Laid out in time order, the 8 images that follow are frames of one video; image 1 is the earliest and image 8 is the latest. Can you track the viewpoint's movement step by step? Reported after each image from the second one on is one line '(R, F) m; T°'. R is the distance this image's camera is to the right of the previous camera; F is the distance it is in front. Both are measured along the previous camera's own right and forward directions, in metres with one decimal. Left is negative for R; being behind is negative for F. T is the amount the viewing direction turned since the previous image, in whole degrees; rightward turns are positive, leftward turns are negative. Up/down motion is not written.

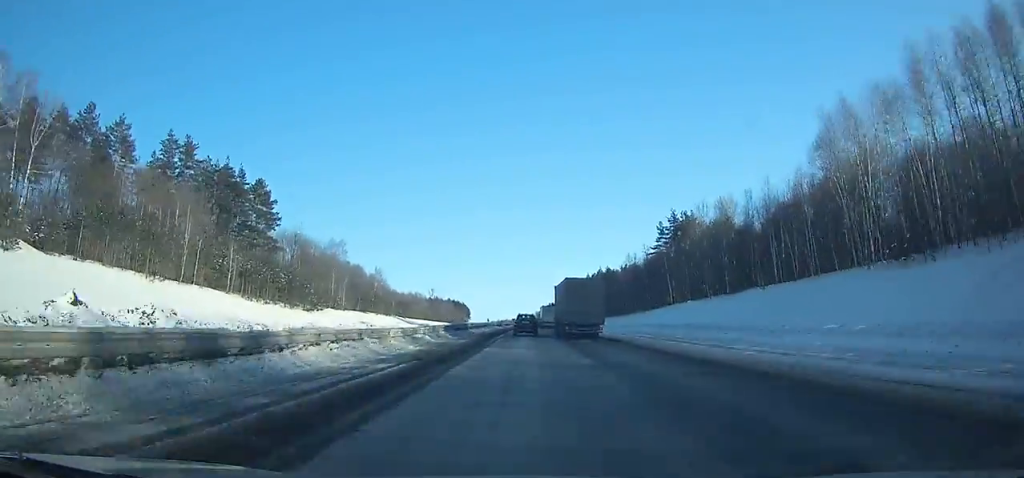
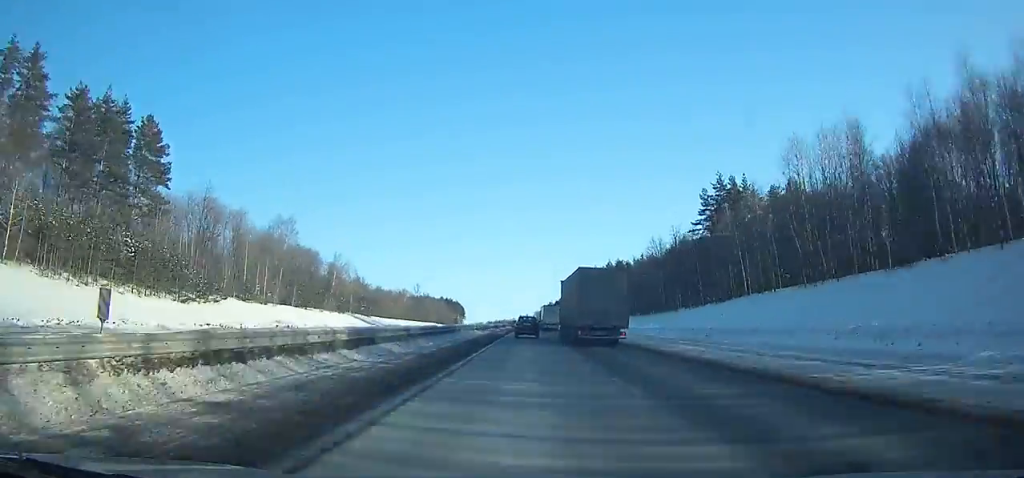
(+0.1, +36.3) m; 0°
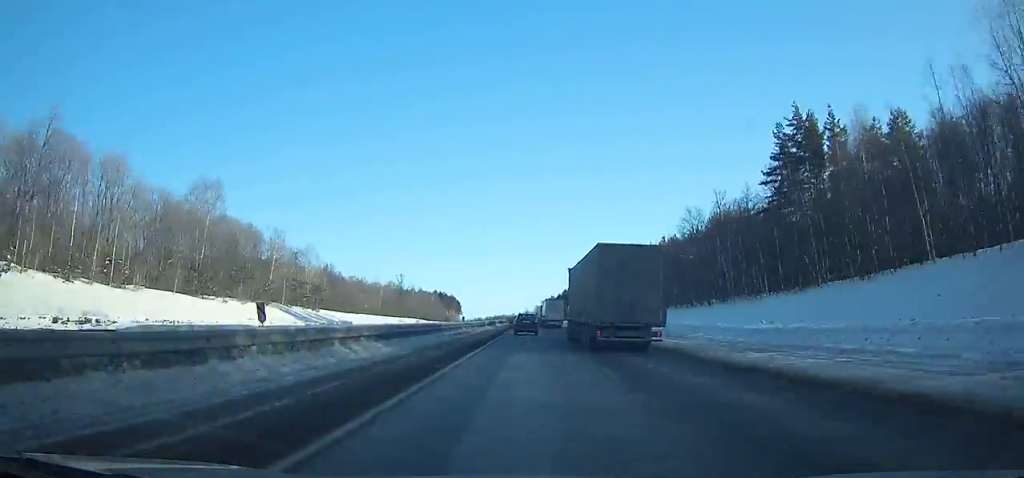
(0.0, +32.9) m; 0°
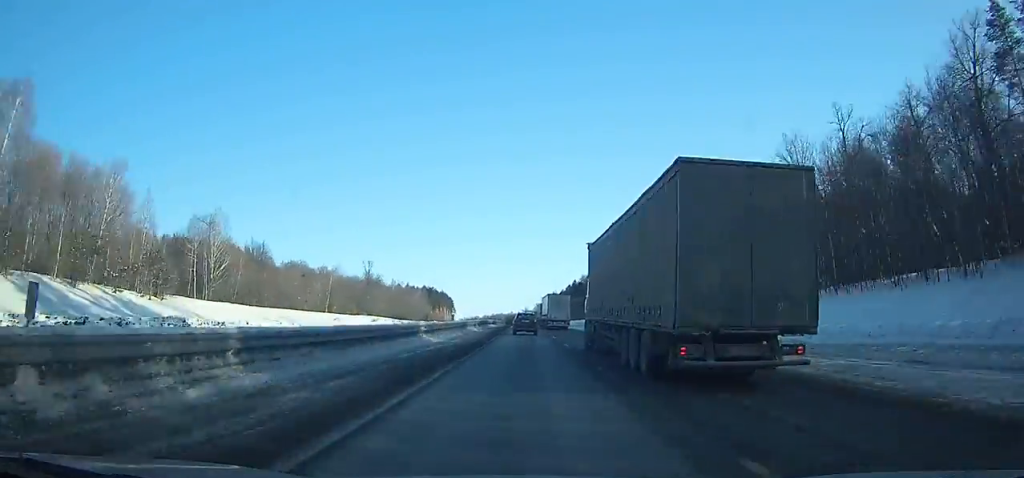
(0.0, +43.8) m; 0°
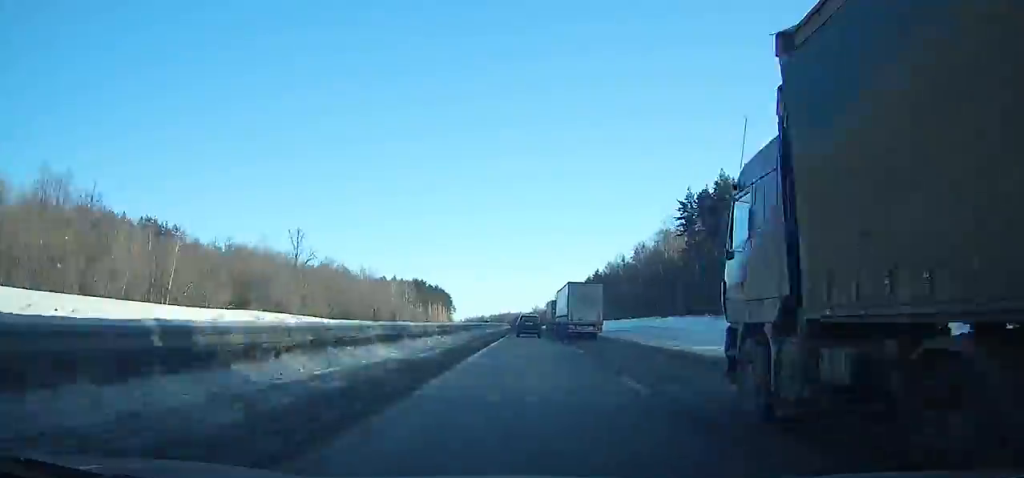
(-0.1, +66.0) m; 0°
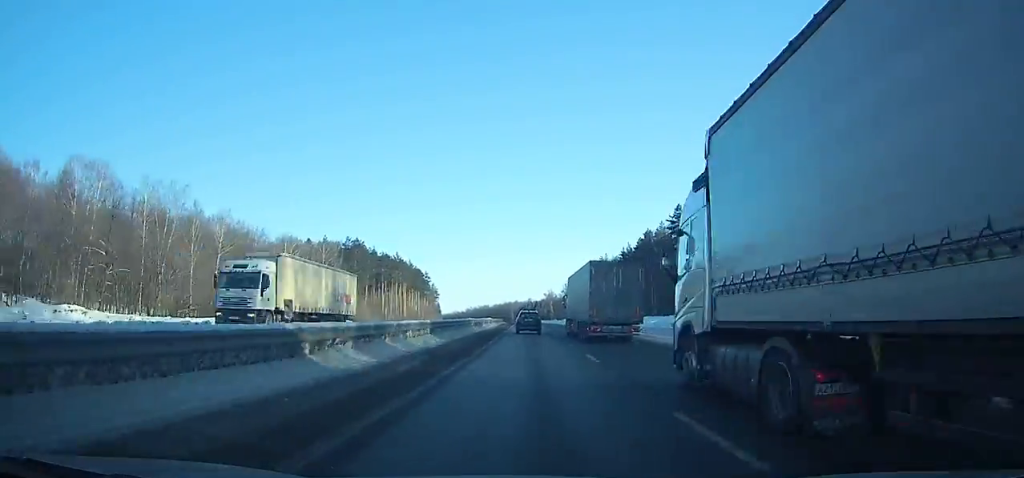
(-0.9, +126.9) m; -1°
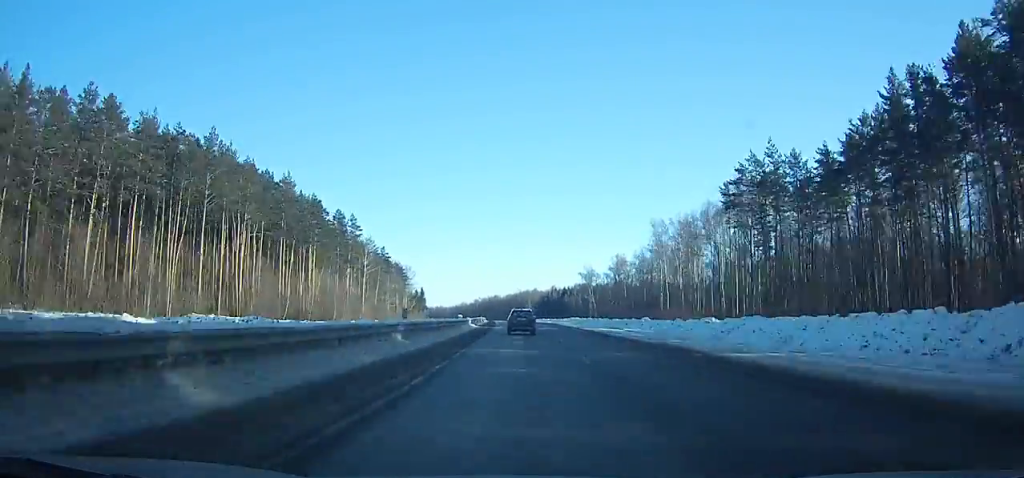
(-2.4, +139.5) m; -2°
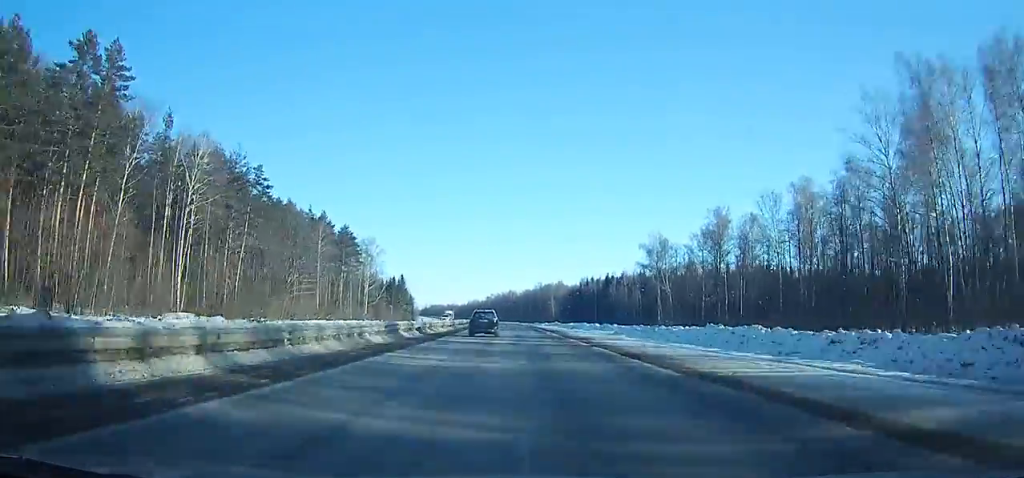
(-1.3, +92.4) m; -2°
